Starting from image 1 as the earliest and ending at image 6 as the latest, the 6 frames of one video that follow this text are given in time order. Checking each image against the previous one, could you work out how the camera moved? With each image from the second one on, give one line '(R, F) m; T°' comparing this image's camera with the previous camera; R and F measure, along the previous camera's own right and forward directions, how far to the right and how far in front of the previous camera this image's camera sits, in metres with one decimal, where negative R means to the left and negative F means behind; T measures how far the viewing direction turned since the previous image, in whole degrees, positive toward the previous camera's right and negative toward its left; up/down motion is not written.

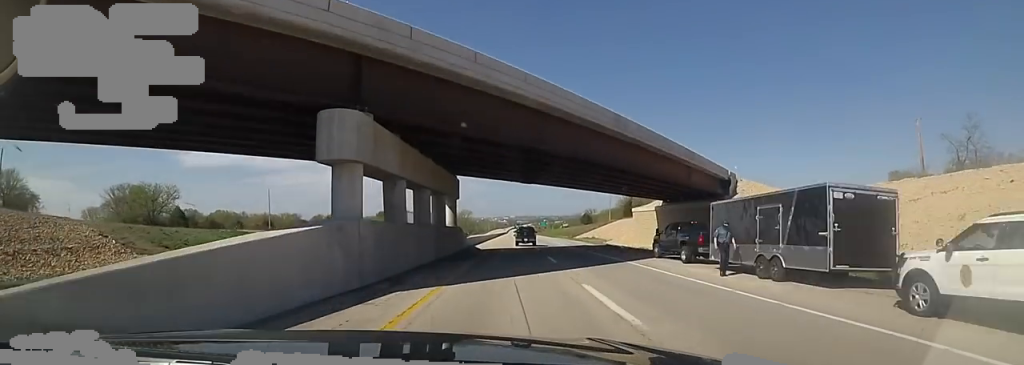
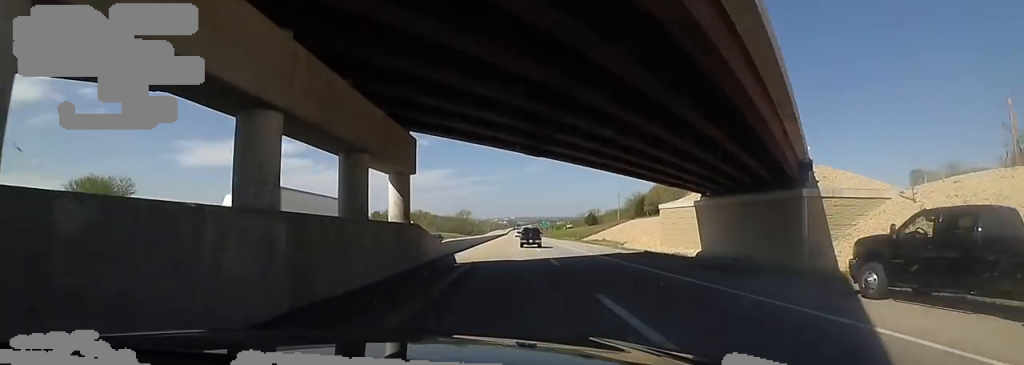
(-0.2, +16.2) m; 0°
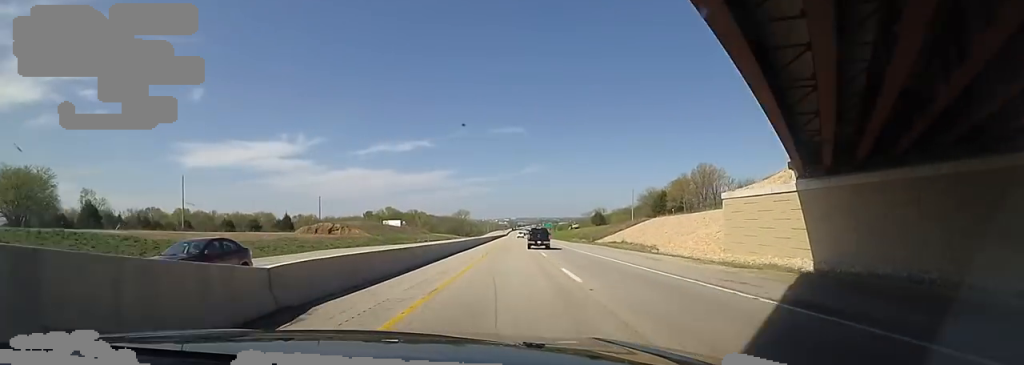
(+0.6, +22.0) m; +1°
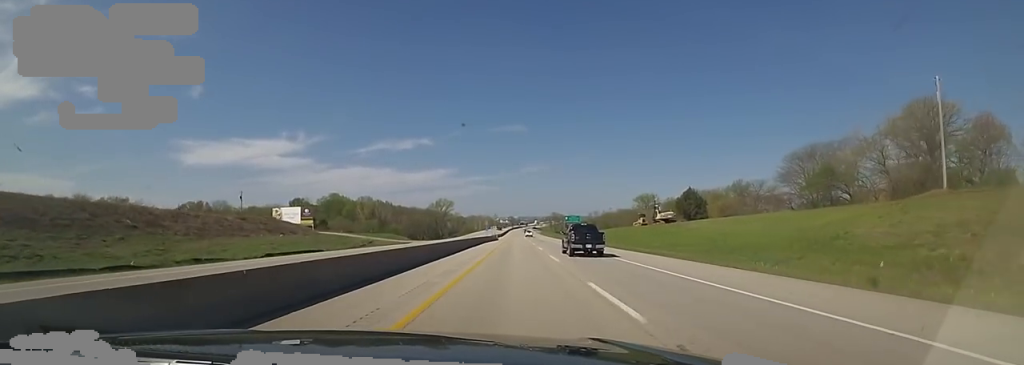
(-1.5, +126.9) m; 0°
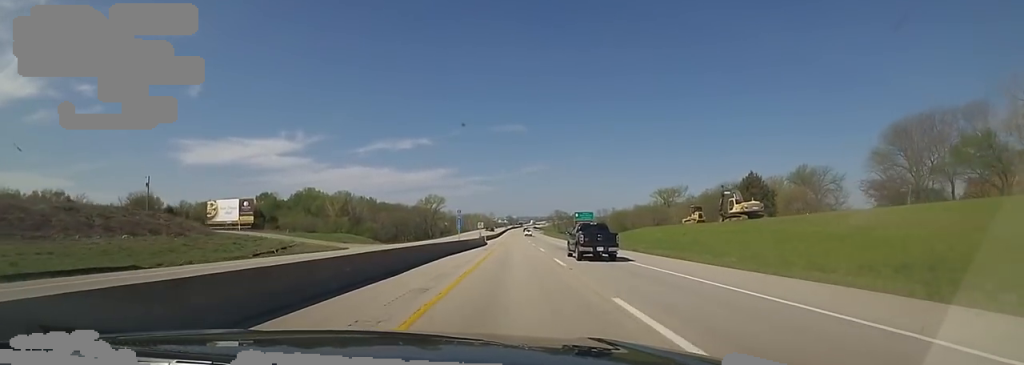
(-0.2, +32.9) m; -1°
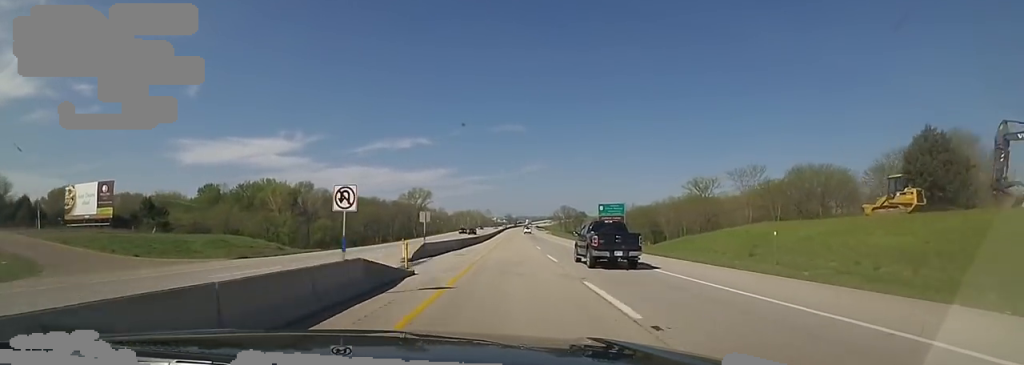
(0.0, +42.4) m; +1°
